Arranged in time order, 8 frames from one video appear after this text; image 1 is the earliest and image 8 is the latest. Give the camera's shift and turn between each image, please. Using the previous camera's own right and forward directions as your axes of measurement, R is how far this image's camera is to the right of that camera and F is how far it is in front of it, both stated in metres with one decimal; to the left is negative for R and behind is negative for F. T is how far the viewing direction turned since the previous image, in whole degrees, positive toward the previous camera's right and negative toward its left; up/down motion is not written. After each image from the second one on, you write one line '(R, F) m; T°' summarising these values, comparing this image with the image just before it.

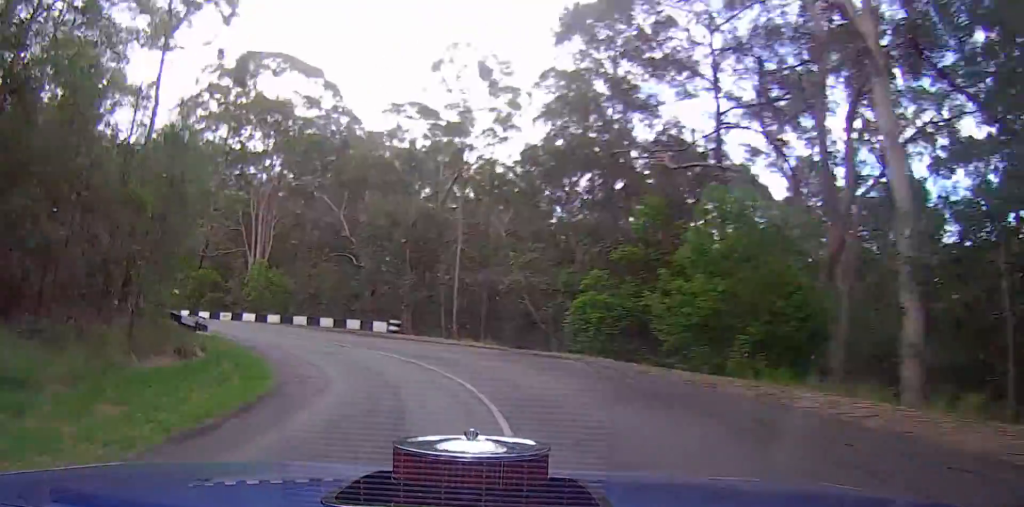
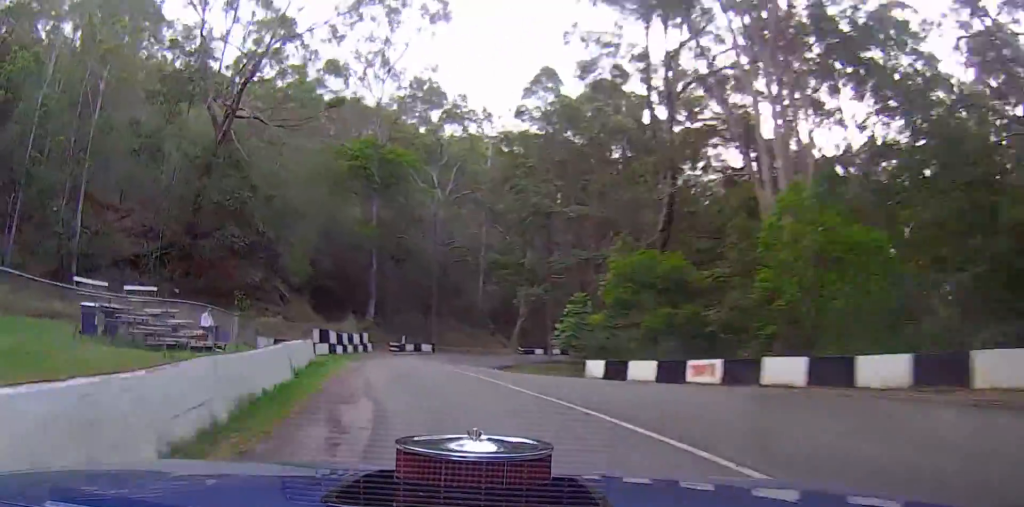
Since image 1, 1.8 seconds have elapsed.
(-2.5, +20.9) m; -18°
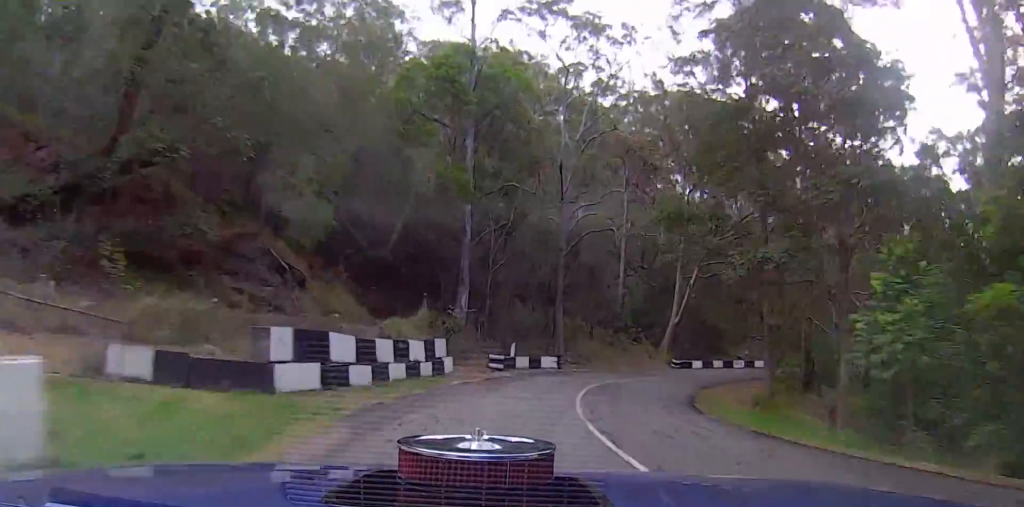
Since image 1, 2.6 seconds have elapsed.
(-0.5, +11.6) m; +10°
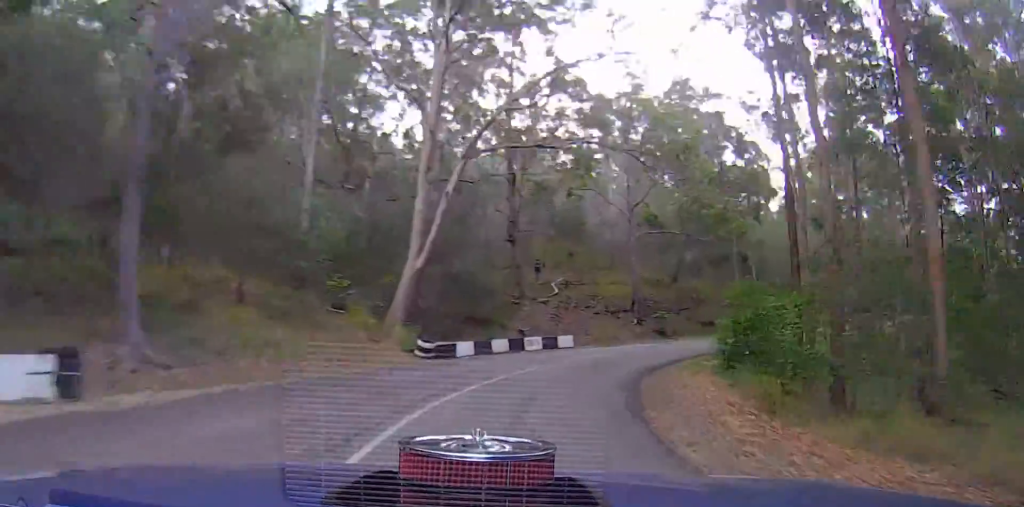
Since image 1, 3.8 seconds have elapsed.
(+3.9, +18.0) m; +22°
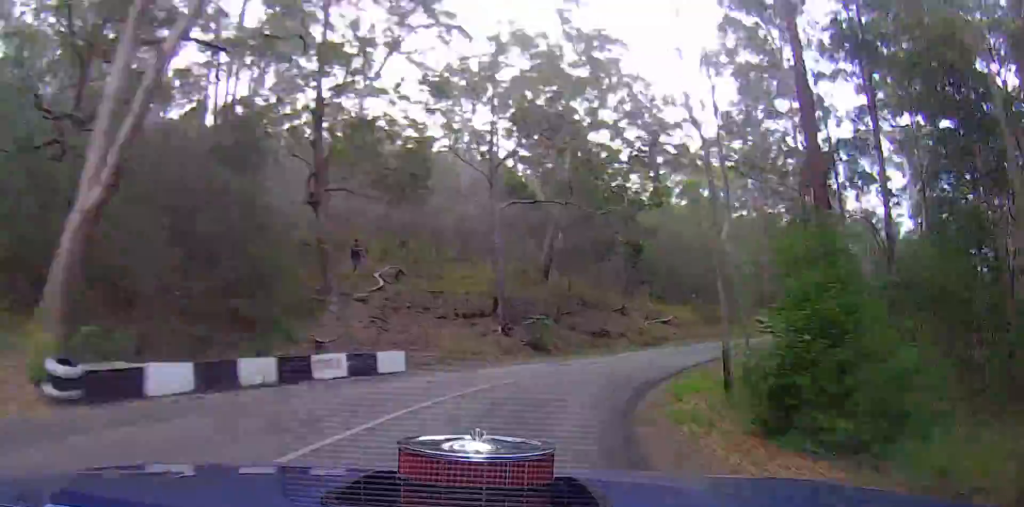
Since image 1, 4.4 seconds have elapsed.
(+1.2, +12.4) m; +9°
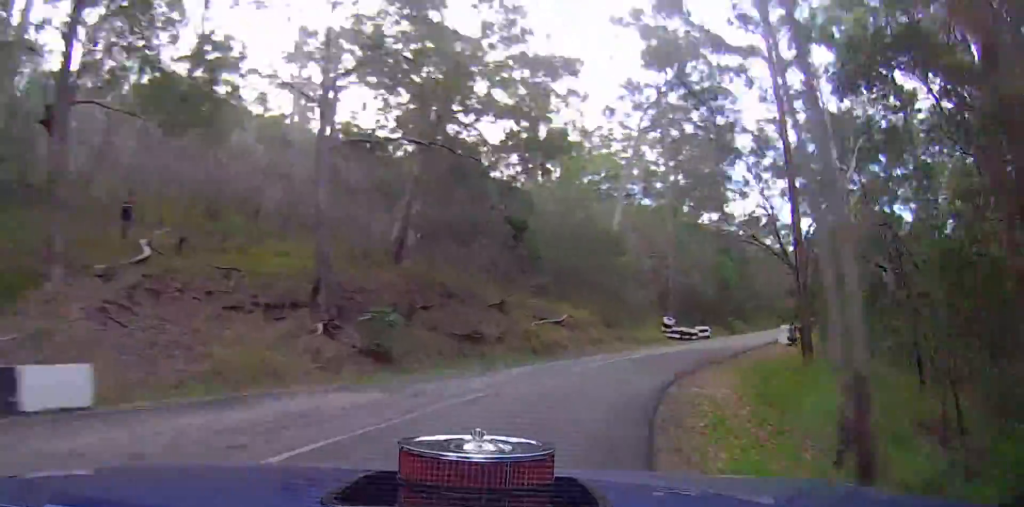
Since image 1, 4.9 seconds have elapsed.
(-0.3, +9.5) m; +6°
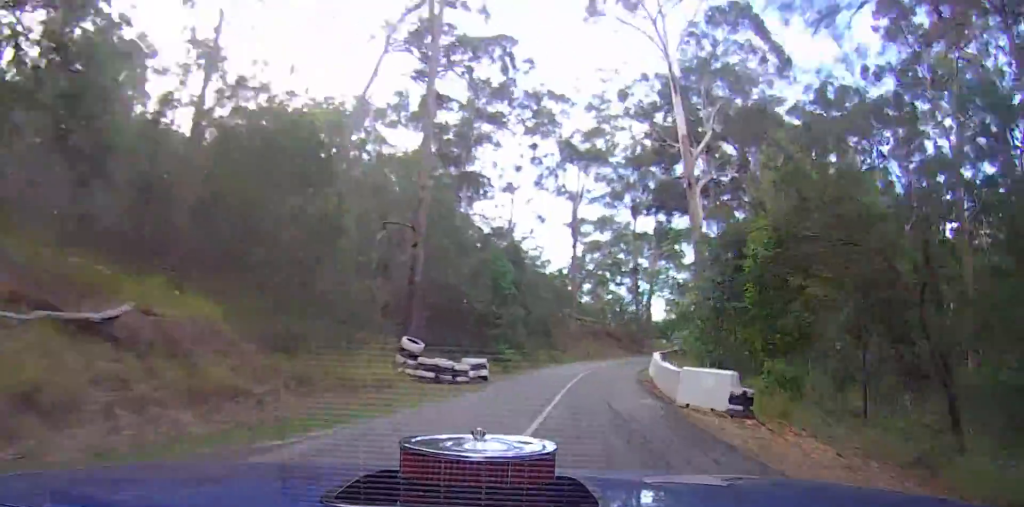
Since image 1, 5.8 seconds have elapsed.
(+2.9, +24.2) m; +20°
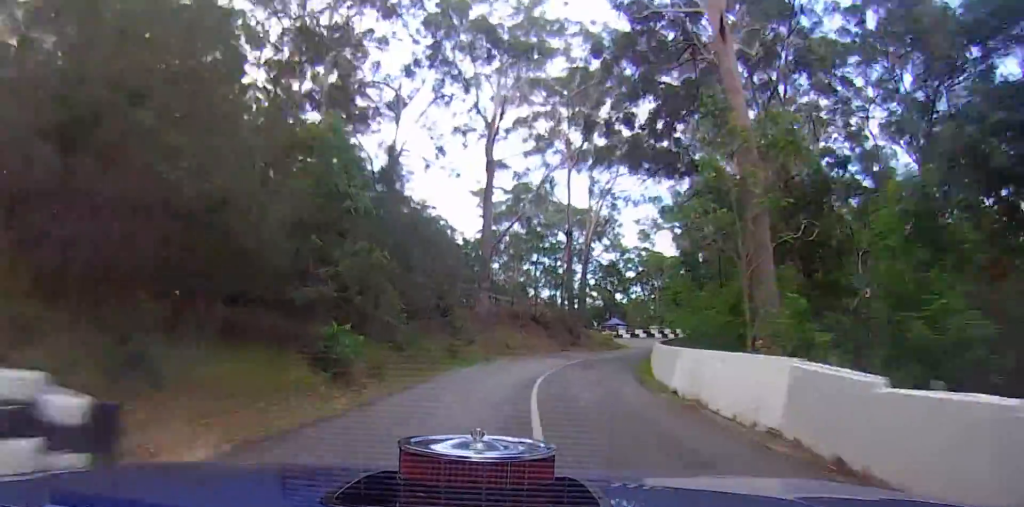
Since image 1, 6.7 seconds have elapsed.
(+5.2, +27.1) m; +10°
